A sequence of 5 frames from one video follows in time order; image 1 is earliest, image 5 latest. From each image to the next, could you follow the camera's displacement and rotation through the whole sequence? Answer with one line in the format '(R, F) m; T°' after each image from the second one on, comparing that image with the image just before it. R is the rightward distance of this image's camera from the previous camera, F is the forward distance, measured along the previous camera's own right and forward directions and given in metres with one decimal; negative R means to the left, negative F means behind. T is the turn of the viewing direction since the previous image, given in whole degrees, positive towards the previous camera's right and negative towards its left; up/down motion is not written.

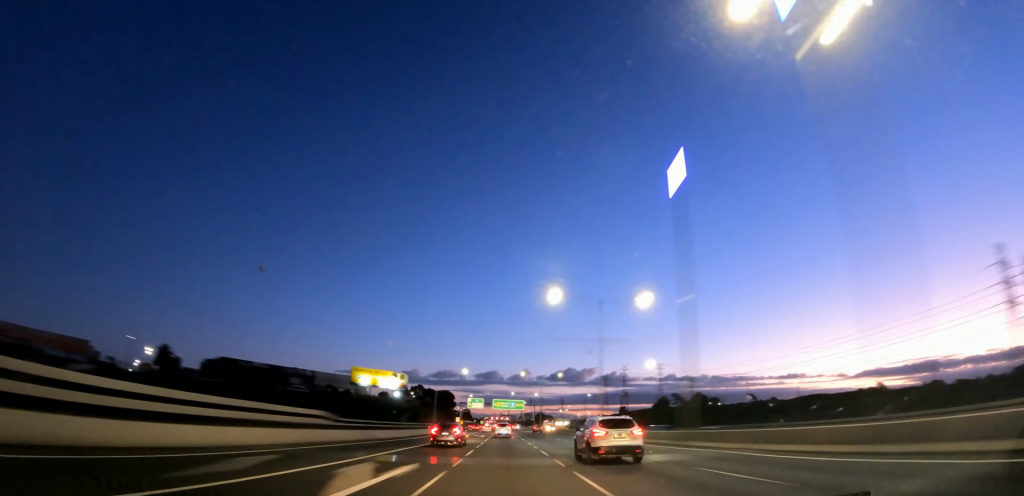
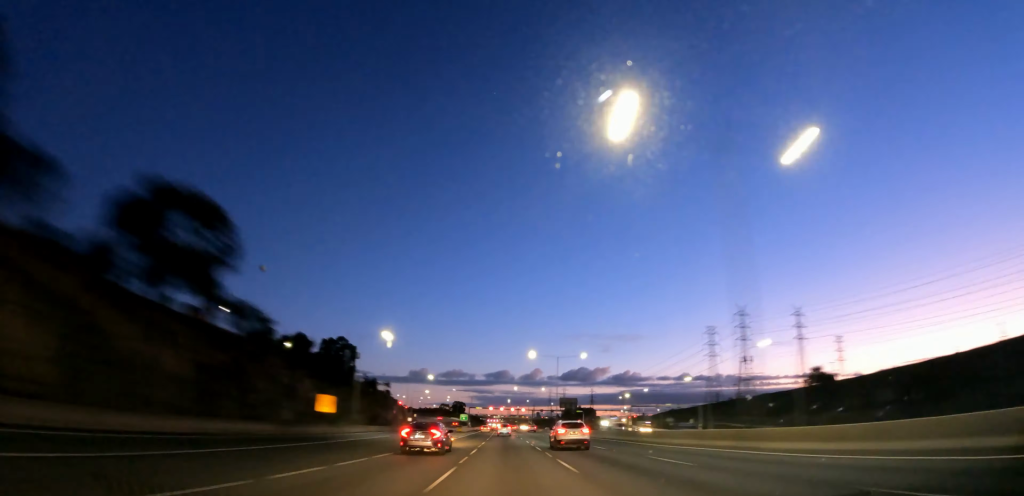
(+0.1, +14.8) m; +1°
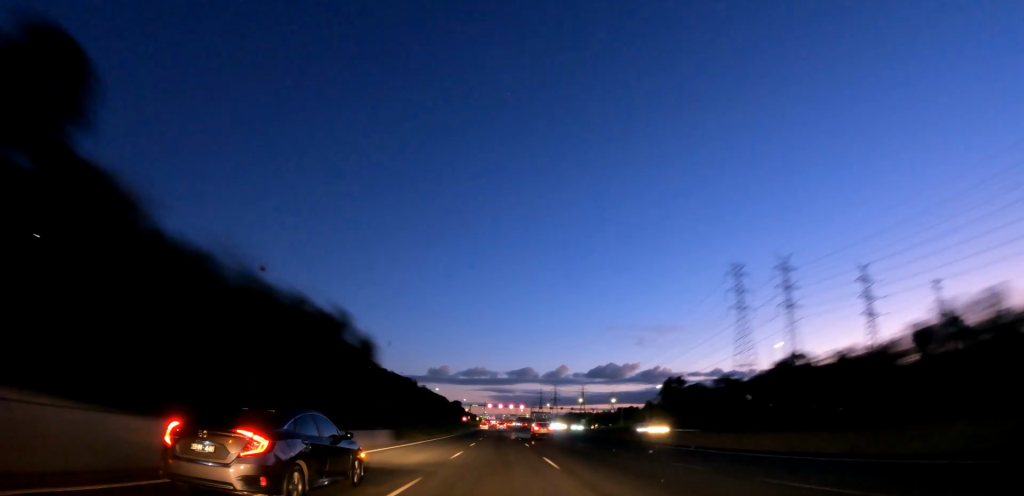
(+0.8, +31.5) m; 0°
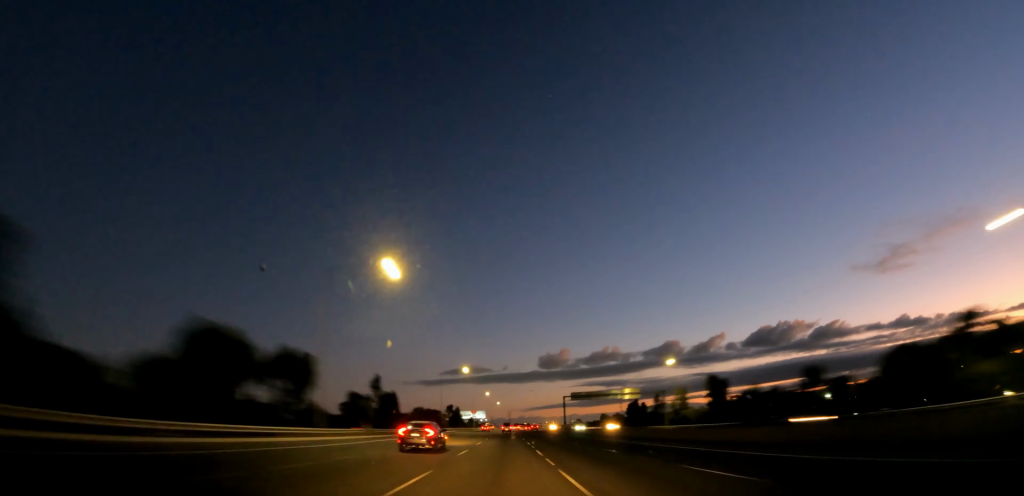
(+5.3, +151.3) m; +6°
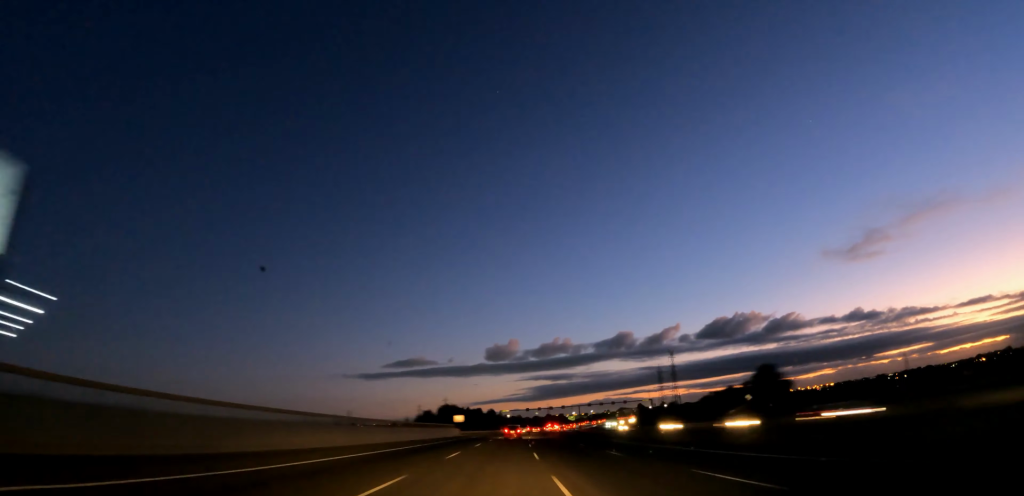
(+1.3, +21.1) m; +1°
